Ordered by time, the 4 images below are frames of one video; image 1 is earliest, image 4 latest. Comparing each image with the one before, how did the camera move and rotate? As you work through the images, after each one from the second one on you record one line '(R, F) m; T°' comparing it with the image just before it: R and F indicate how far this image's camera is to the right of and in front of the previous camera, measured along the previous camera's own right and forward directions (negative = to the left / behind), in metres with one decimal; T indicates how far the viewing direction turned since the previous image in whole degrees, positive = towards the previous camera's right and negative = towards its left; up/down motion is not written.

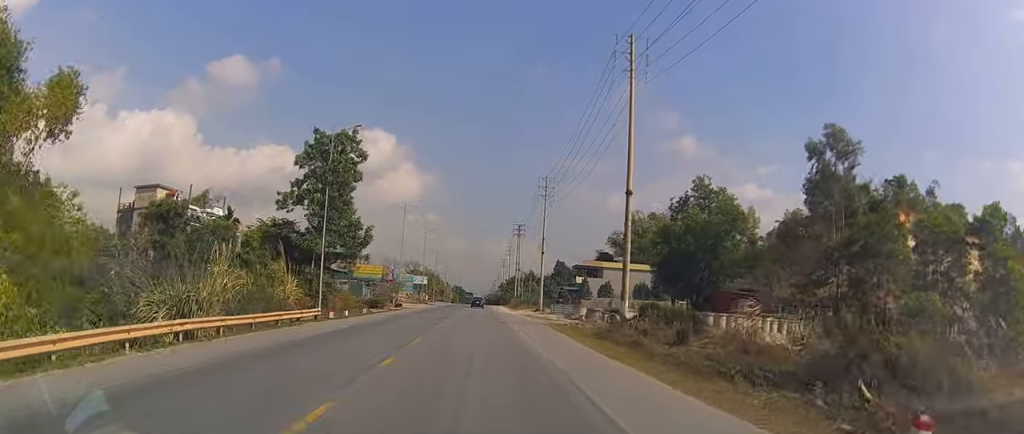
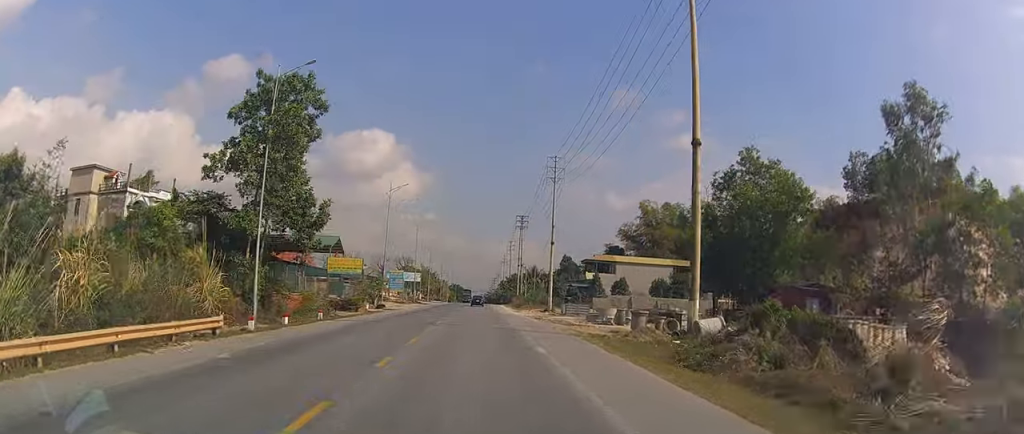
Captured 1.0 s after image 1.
(-0.7, +12.4) m; 0°
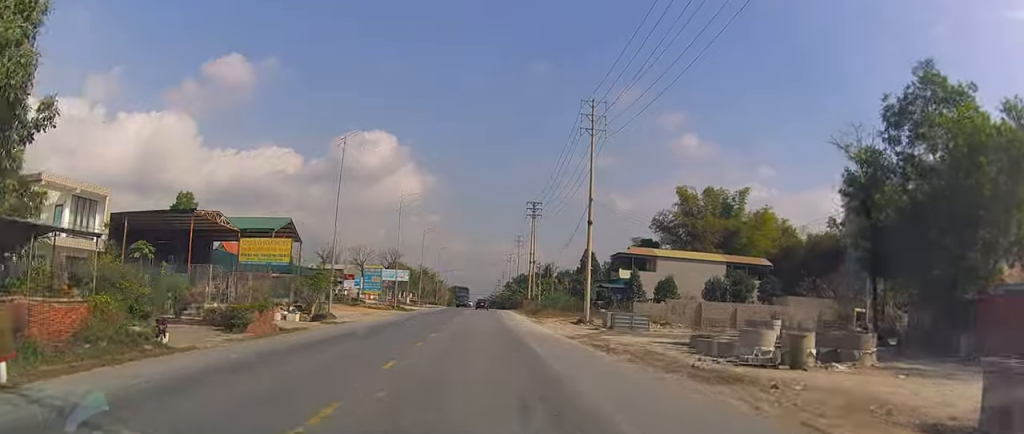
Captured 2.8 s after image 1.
(+0.9, +23.7) m; -1°
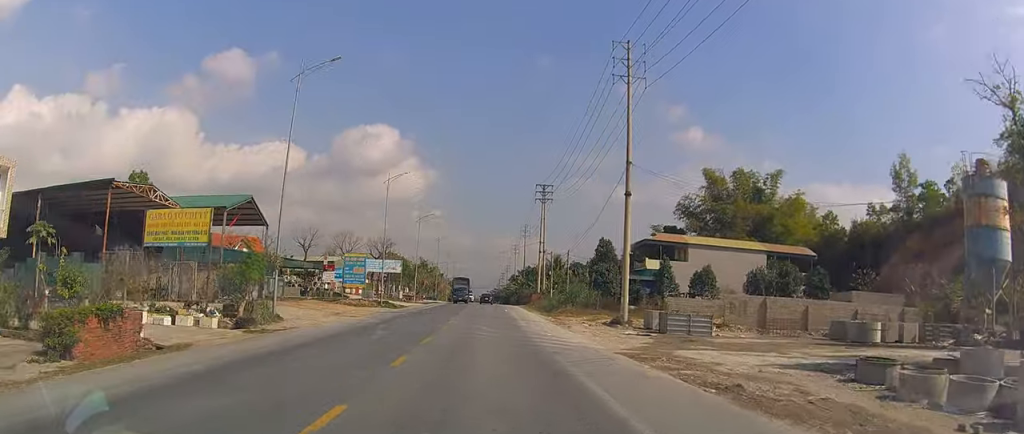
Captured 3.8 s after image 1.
(-0.5, +12.5) m; 0°
